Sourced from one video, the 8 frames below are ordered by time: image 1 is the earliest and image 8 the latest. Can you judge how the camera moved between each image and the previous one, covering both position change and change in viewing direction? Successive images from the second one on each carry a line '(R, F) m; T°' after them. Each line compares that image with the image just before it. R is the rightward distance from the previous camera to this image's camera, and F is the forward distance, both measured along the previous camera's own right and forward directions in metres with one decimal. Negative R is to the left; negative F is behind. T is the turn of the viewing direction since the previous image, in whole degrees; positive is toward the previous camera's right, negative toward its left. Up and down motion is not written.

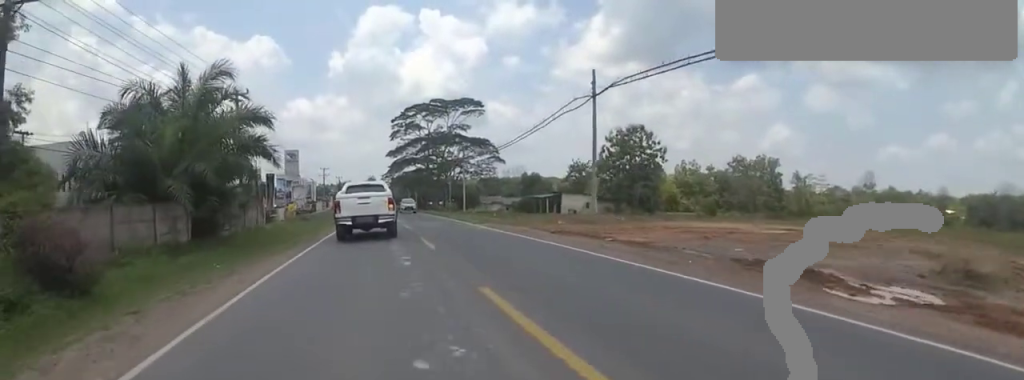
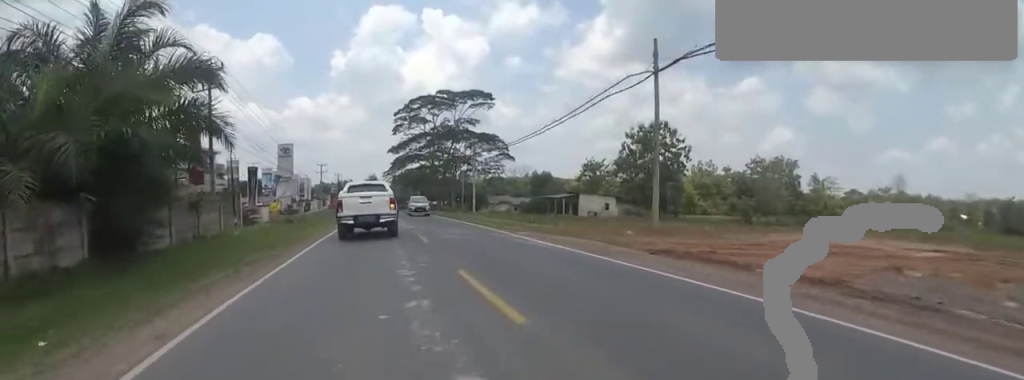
(+0.8, +7.1) m; +1°
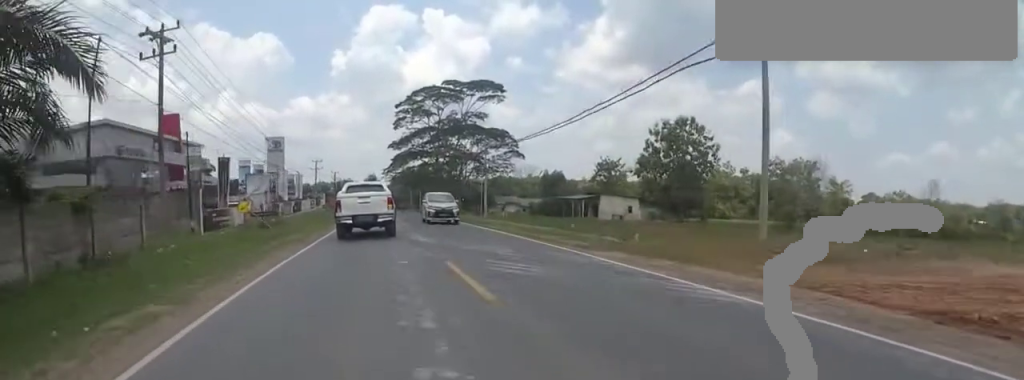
(0.0, +7.3) m; -4°
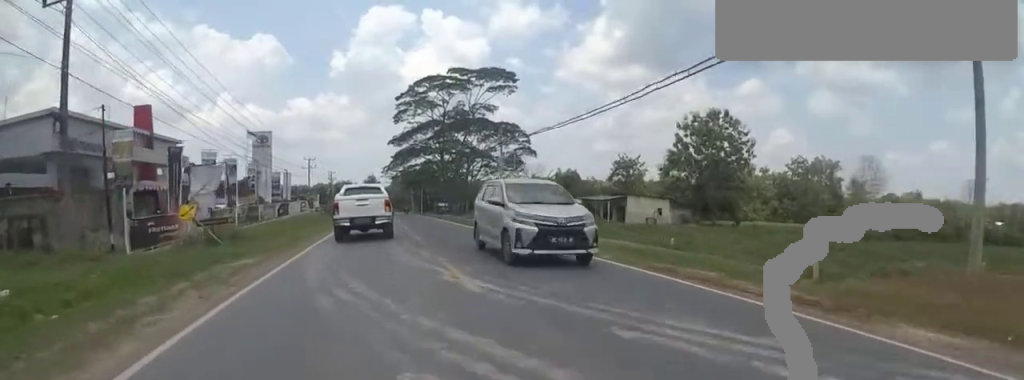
(0.0, +7.6) m; -8°
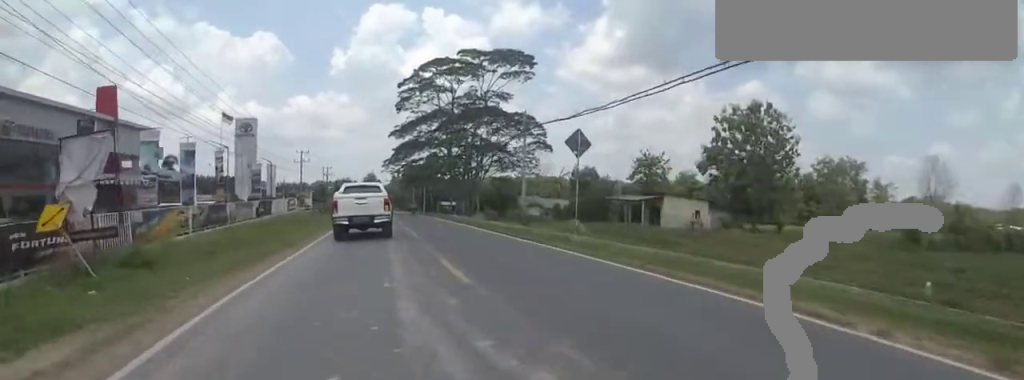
(-1.0, +7.9) m; -5°
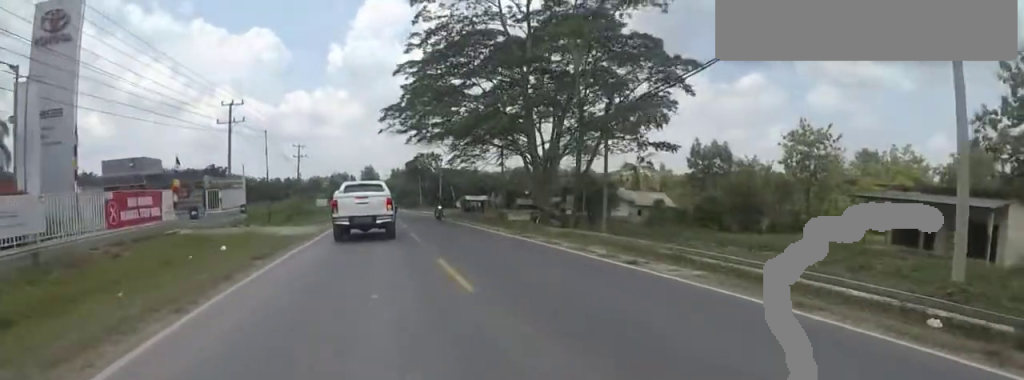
(-2.9, +34.3) m; -9°
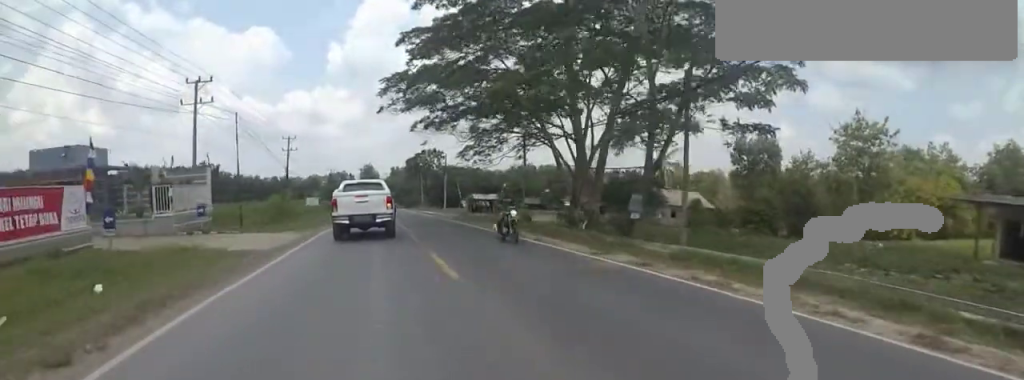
(+0.1, +8.2) m; -6°
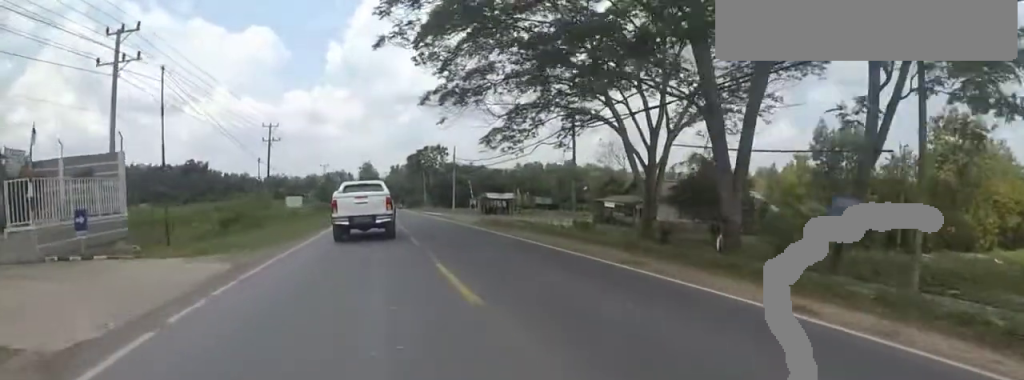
(-1.2, +12.2) m; 0°
